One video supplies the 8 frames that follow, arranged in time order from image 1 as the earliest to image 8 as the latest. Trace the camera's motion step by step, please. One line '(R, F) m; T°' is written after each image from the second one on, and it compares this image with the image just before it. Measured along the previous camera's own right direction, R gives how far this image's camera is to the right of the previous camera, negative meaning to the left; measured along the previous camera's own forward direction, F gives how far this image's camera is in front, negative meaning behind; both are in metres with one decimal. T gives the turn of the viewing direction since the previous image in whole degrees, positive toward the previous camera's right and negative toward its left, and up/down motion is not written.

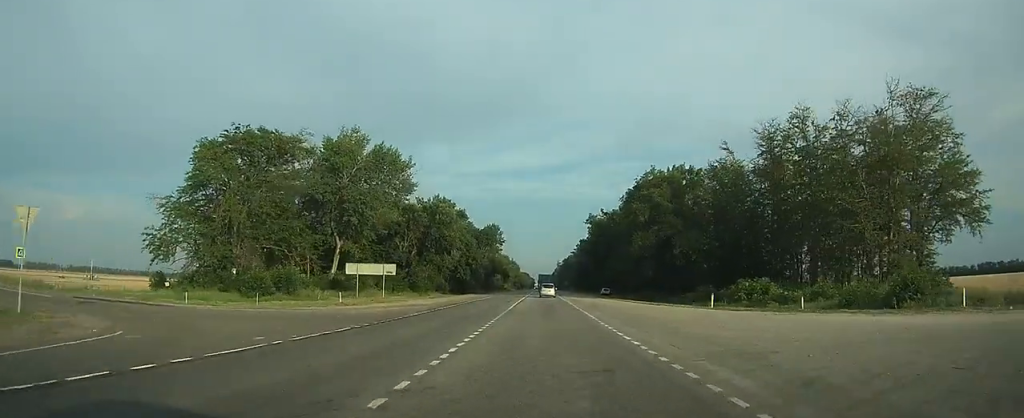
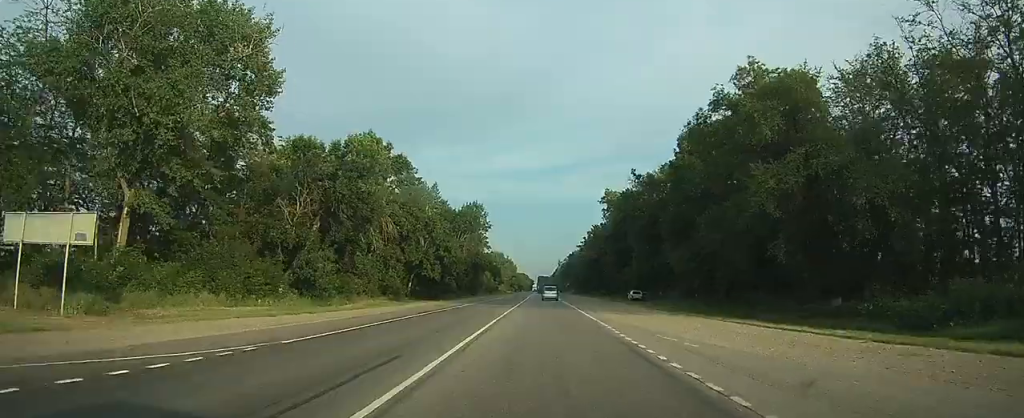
(-0.1, +38.2) m; 0°
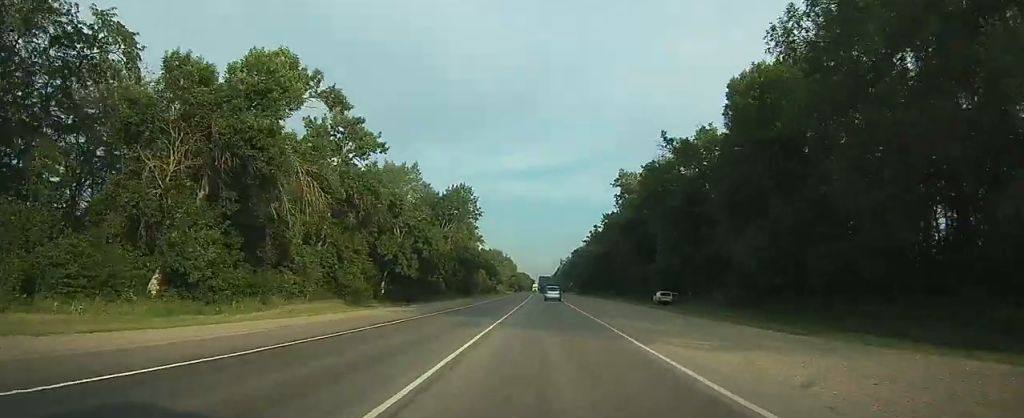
(0.0, +17.7) m; 0°
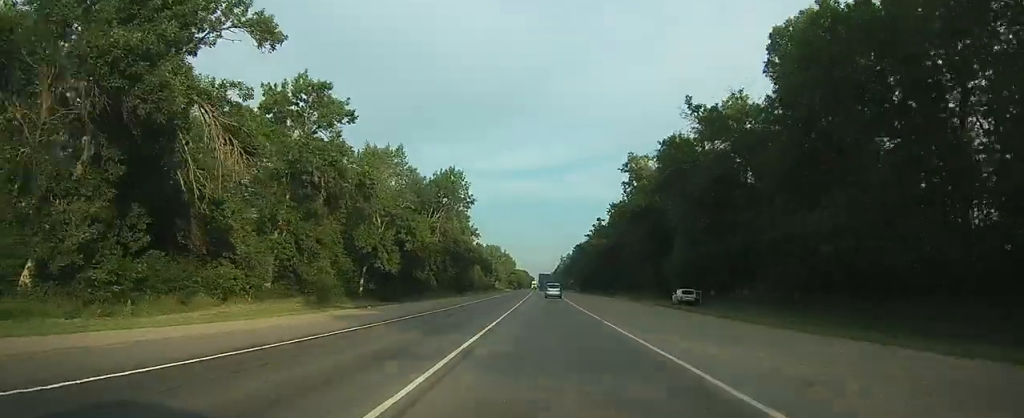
(0.0, +9.6) m; 0°
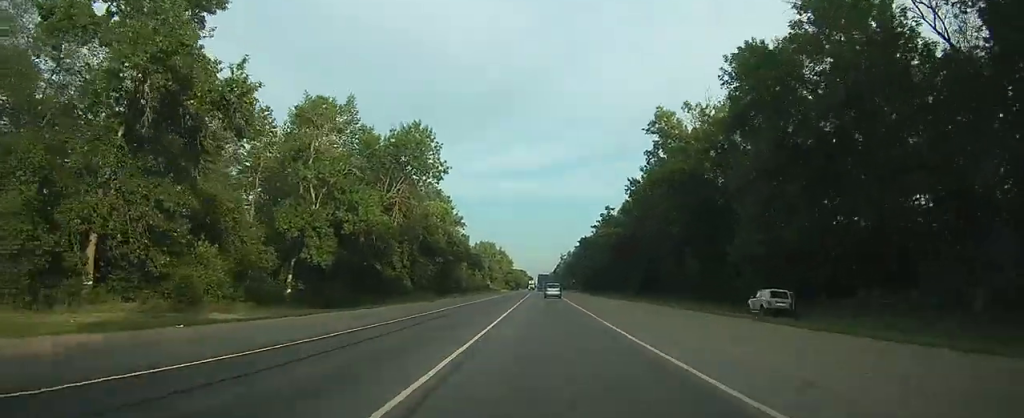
(0.0, +20.8) m; 0°
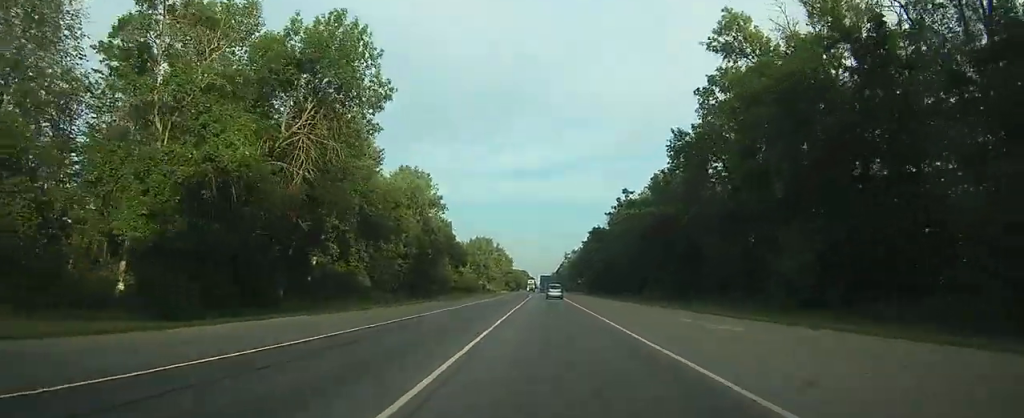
(0.0, +22.4) m; 0°
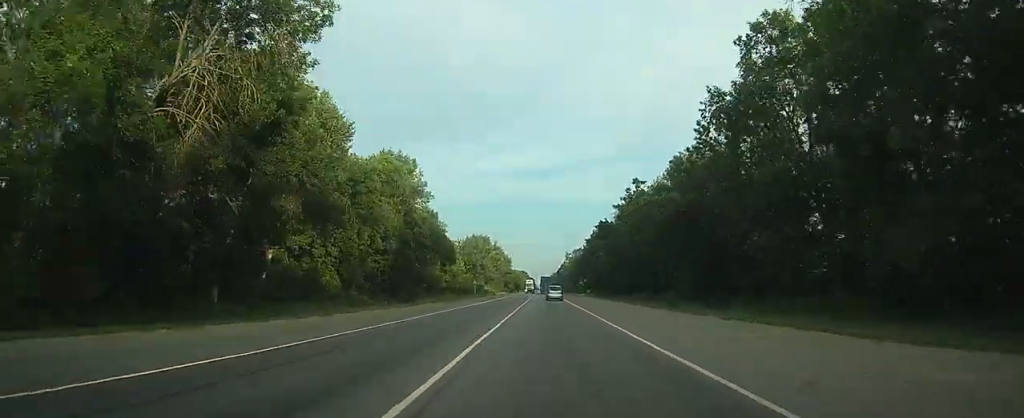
(0.0, +10.5) m; 0°
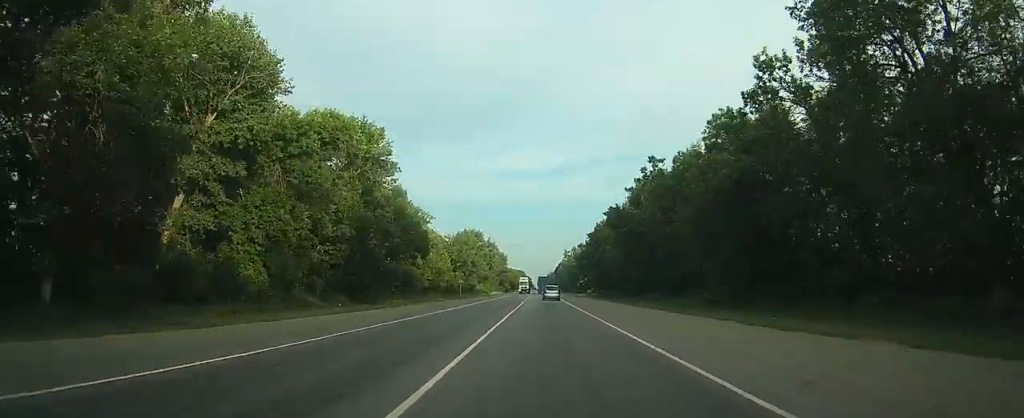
(0.0, +15.1) m; 0°
